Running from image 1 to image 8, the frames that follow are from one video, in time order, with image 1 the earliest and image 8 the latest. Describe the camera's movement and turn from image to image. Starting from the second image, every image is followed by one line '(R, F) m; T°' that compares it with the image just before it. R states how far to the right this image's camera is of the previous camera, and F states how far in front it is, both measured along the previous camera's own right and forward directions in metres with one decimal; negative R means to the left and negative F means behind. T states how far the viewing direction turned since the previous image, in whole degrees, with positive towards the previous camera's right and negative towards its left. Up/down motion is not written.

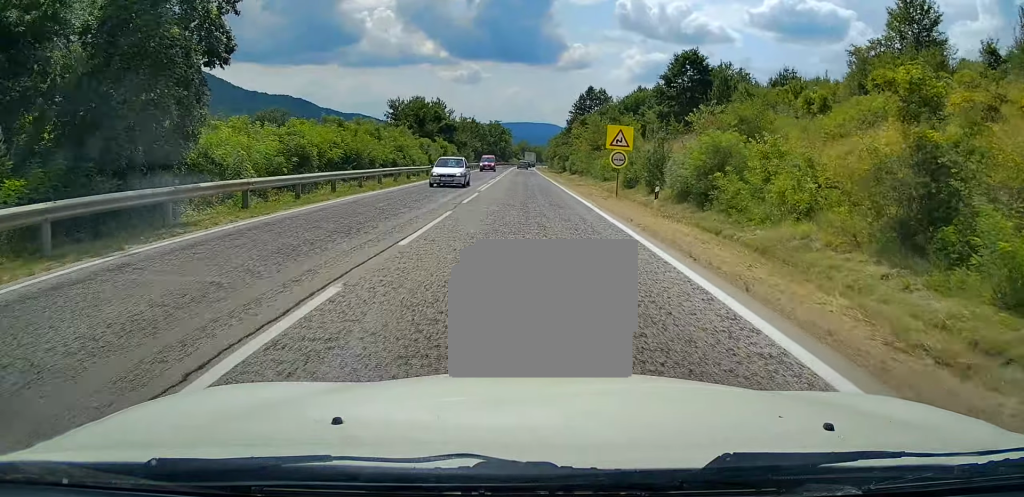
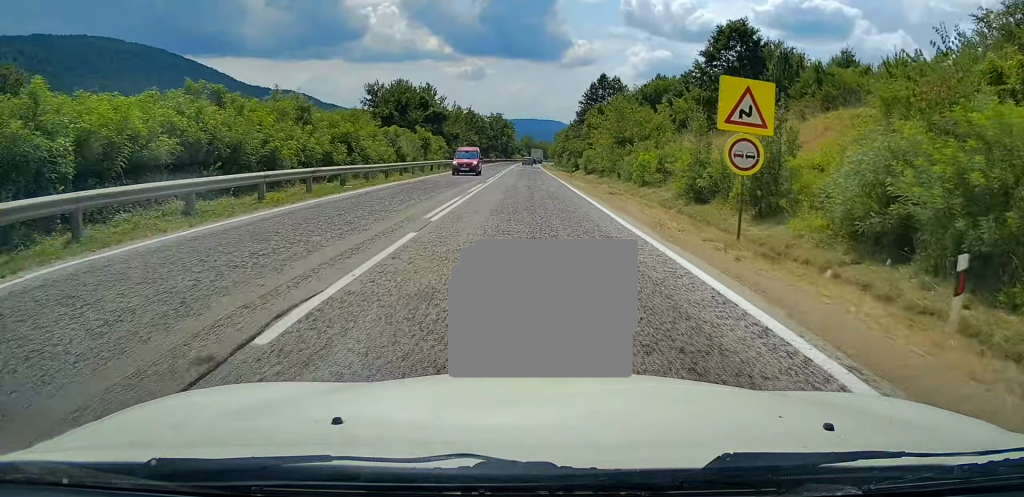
(0.0, +14.6) m; 0°
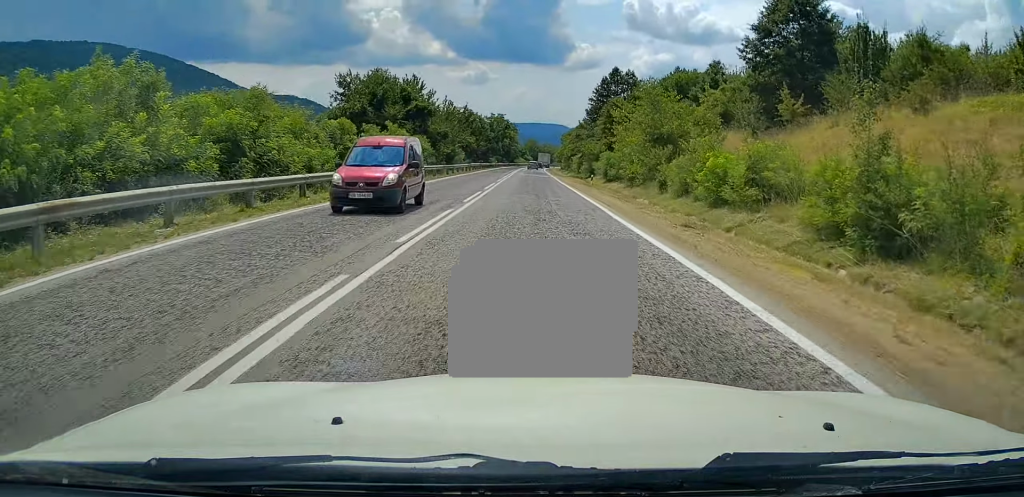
(0.0, +12.6) m; +1°
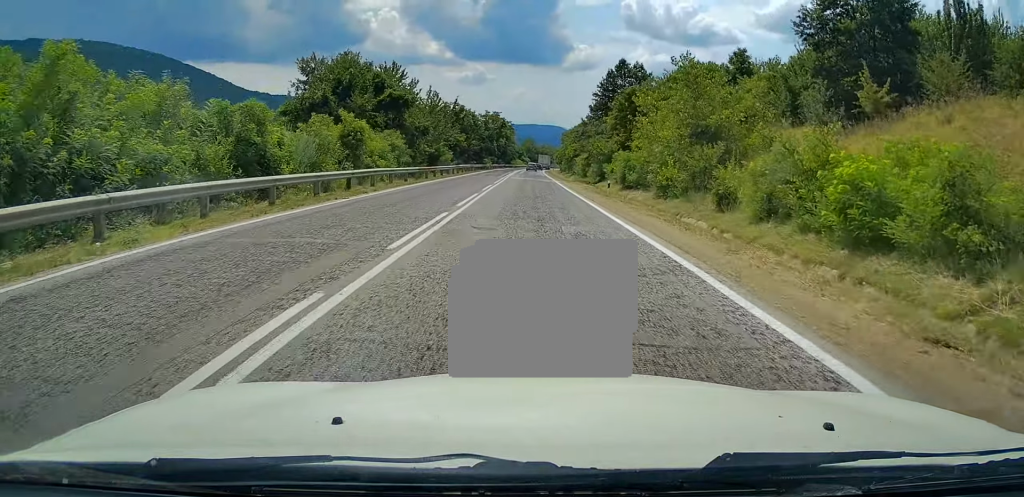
(0.0, +9.9) m; 0°
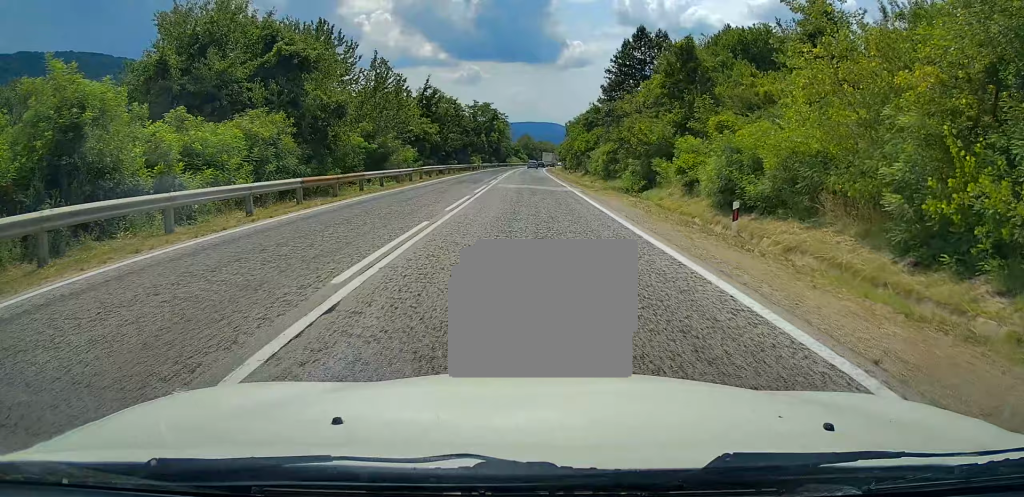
(+0.3, +20.3) m; 0°
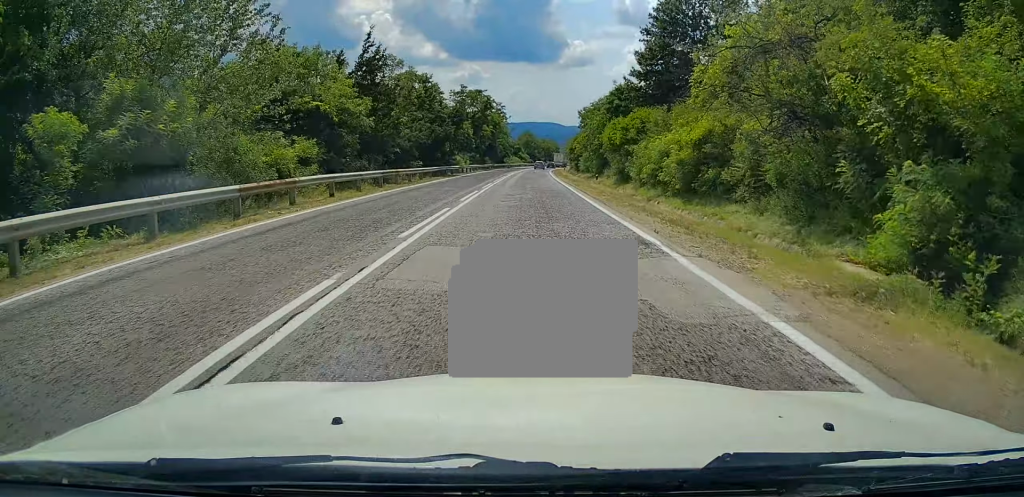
(-0.5, +23.4) m; -1°
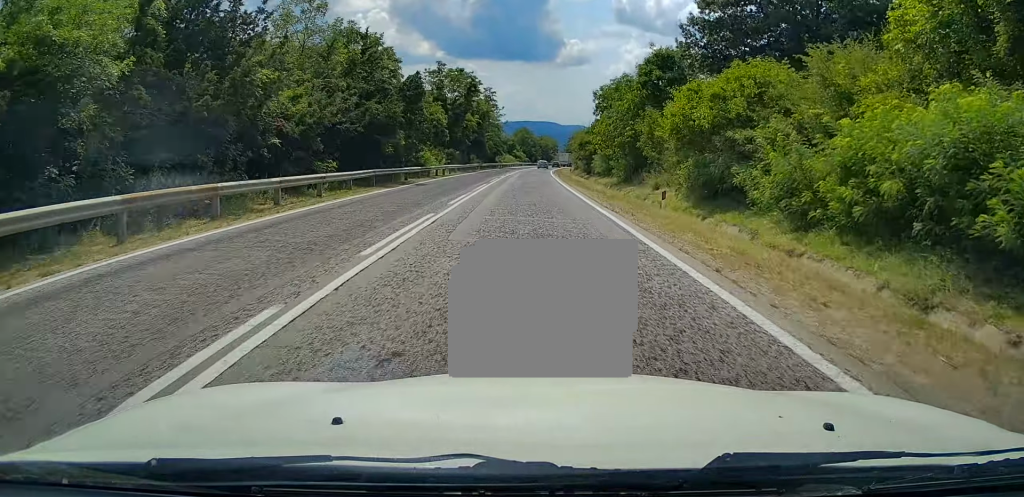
(+0.2, +20.0) m; +1°
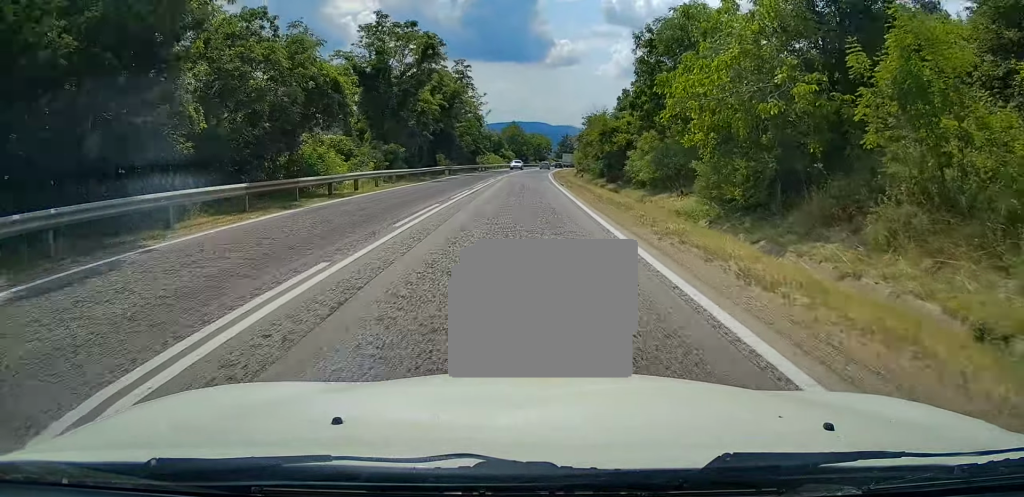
(-0.1, +24.4) m; 0°
